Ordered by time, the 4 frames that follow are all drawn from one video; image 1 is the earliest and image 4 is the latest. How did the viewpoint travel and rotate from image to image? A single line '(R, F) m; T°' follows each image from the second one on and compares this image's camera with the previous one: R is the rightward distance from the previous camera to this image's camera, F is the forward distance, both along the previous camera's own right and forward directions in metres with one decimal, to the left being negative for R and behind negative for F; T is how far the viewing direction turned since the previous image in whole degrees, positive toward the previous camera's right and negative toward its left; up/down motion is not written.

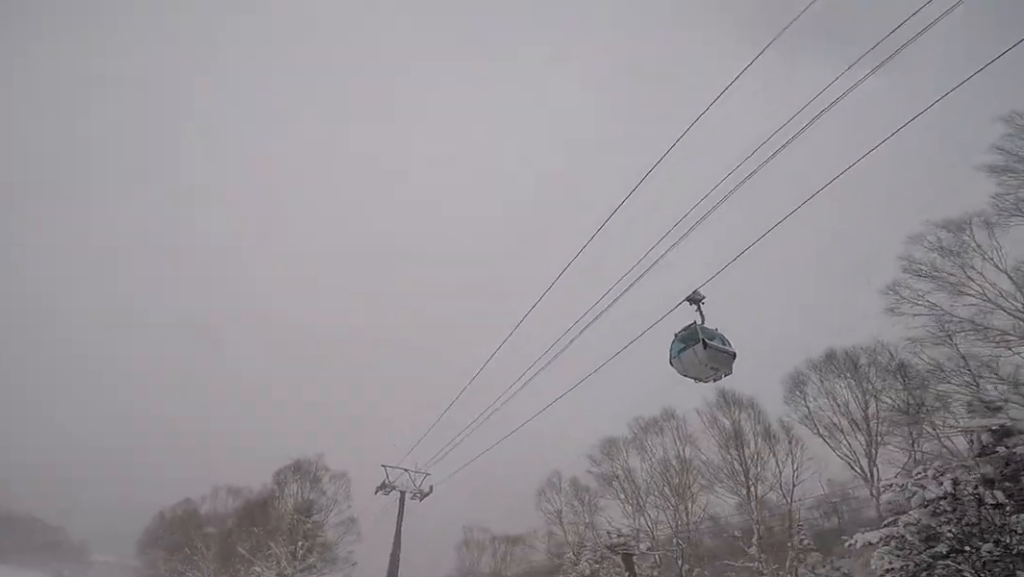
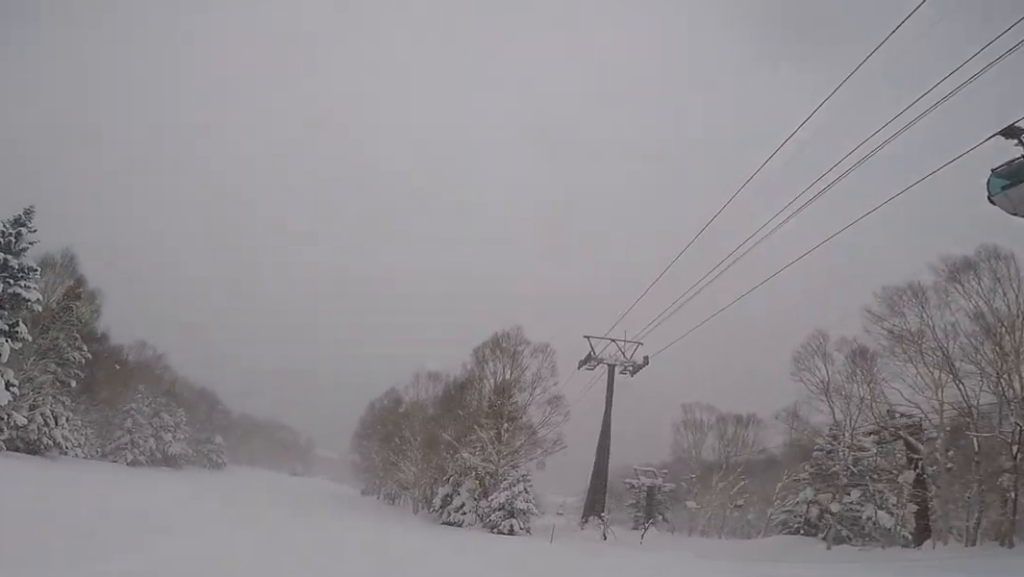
(0.0, +2.9) m; -1°
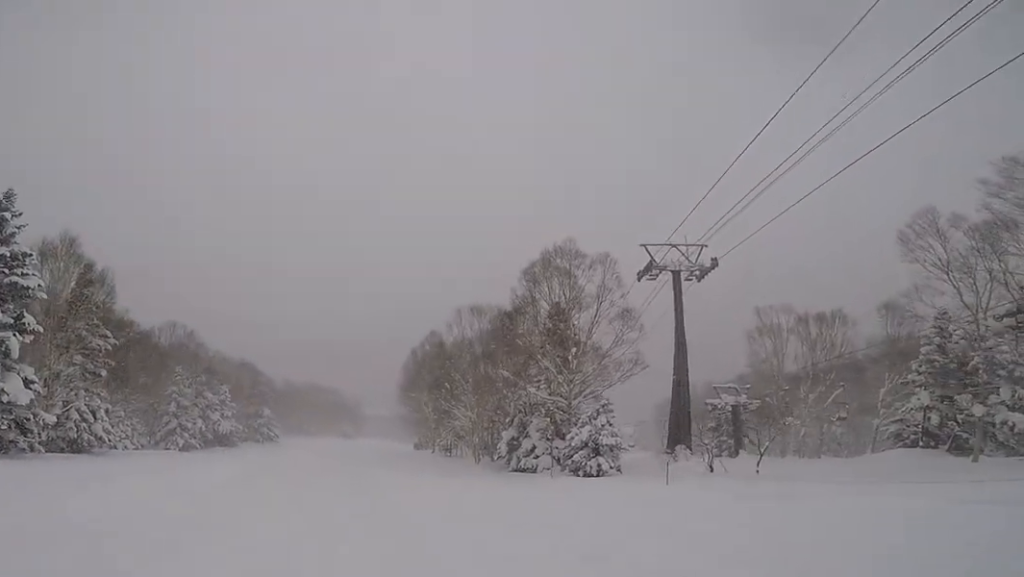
(0.0, +3.5) m; -3°
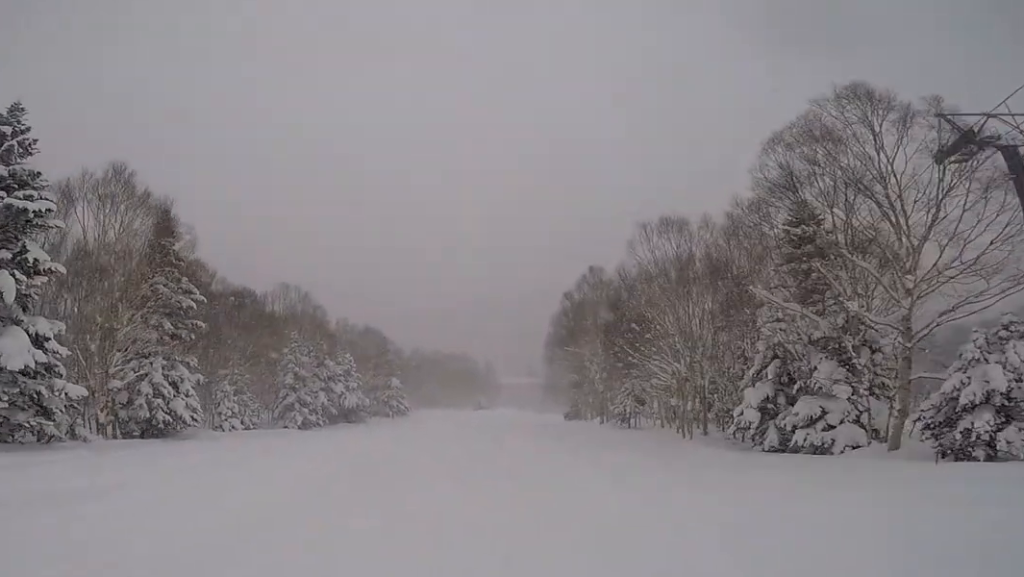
(-0.5, +11.2) m; -7°
